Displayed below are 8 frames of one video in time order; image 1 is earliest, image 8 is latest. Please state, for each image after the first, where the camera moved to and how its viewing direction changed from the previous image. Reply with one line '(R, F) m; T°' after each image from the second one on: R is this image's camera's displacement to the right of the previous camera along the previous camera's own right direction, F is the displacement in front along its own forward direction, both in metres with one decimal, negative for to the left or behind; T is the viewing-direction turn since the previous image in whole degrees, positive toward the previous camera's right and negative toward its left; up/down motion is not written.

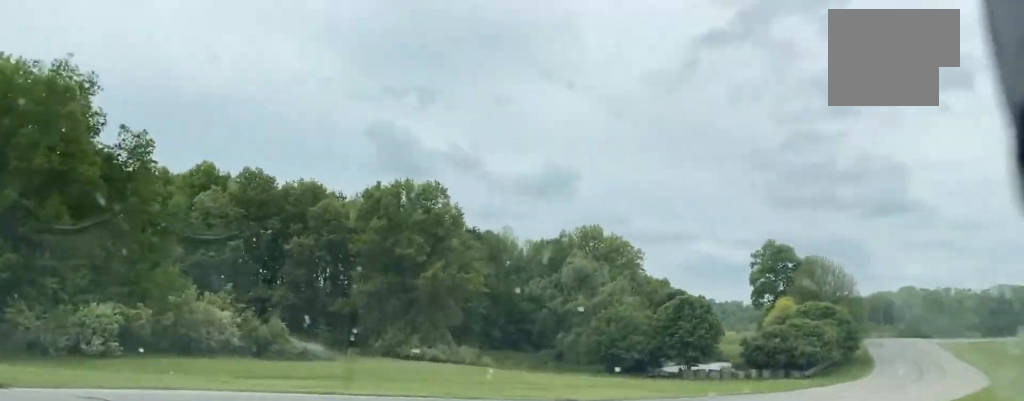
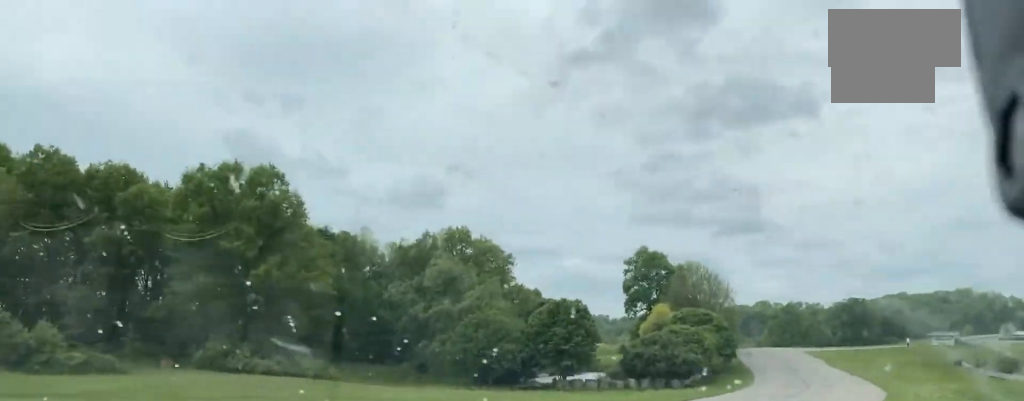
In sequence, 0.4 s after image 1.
(+1.6, +12.1) m; +7°
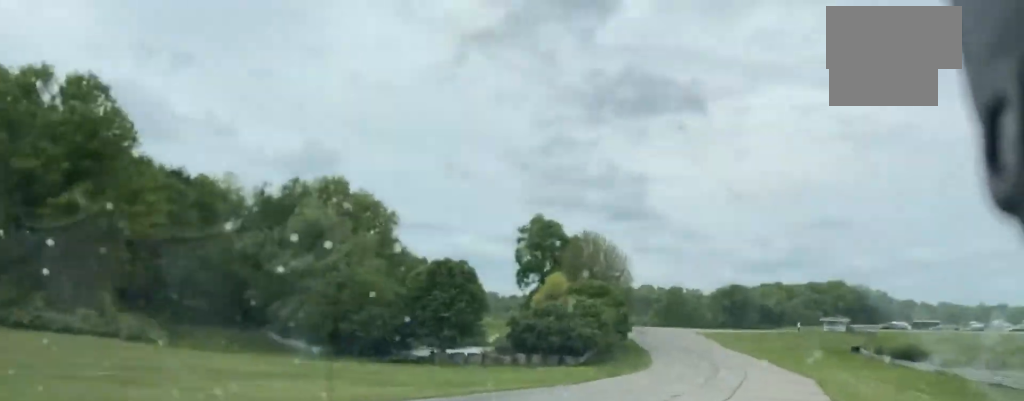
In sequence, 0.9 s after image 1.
(+0.4, +13.2) m; +7°
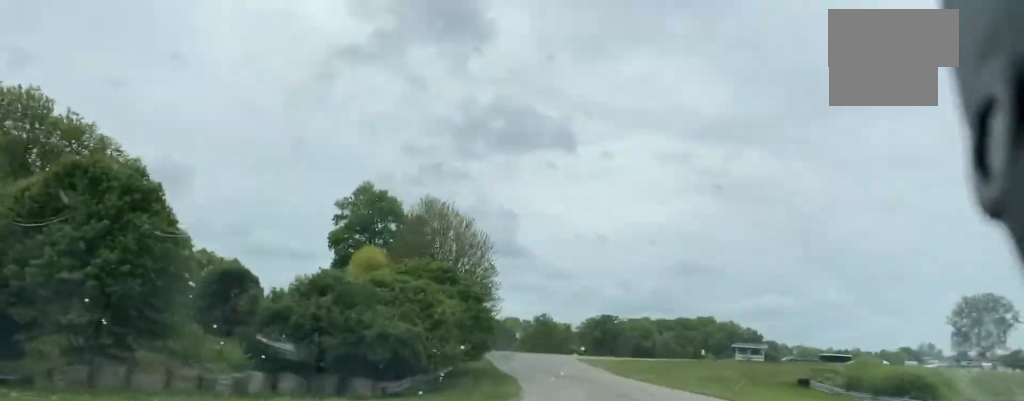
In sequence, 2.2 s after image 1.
(+5.1, +38.5) m; +10°
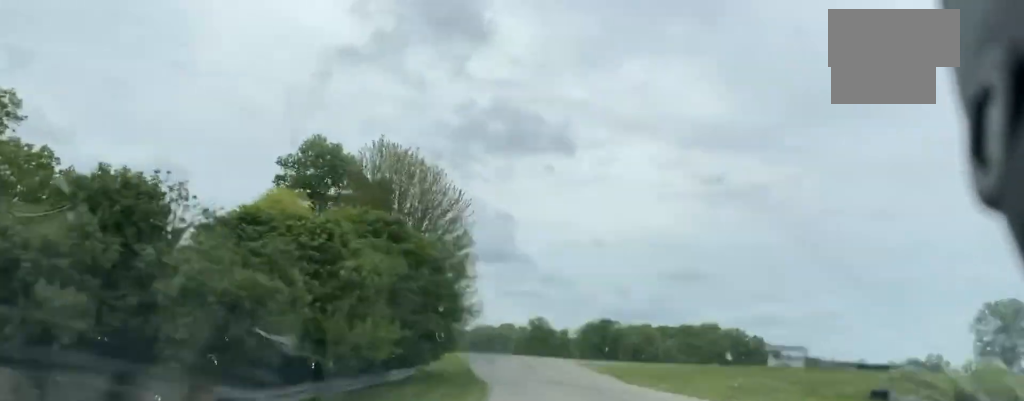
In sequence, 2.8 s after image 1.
(+0.7, +20.5) m; -1°
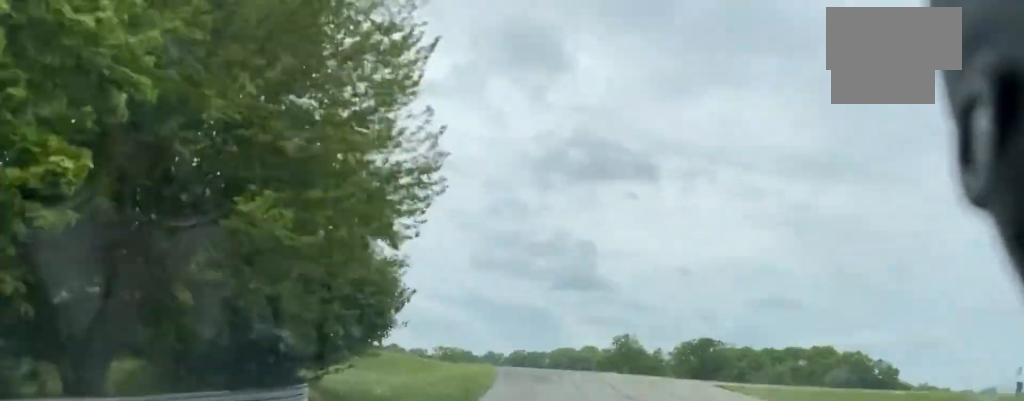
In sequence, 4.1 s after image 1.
(-2.0, +47.4) m; -9°
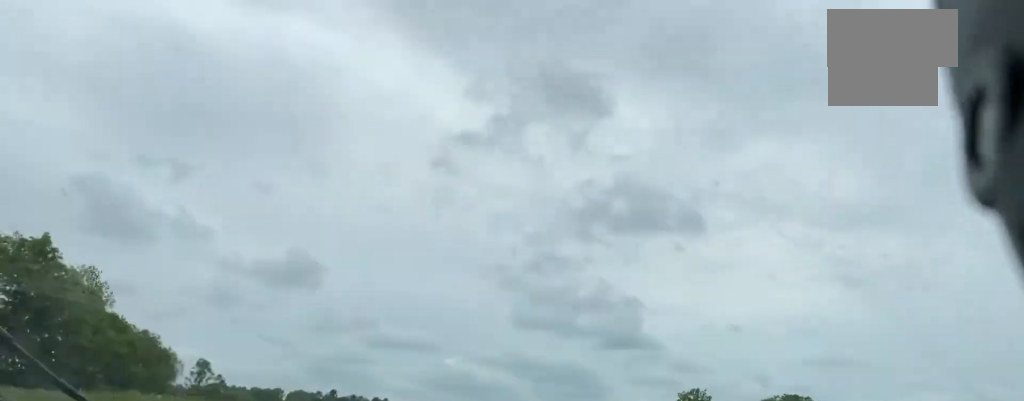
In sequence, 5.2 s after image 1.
(-3.5, +41.3) m; -6°
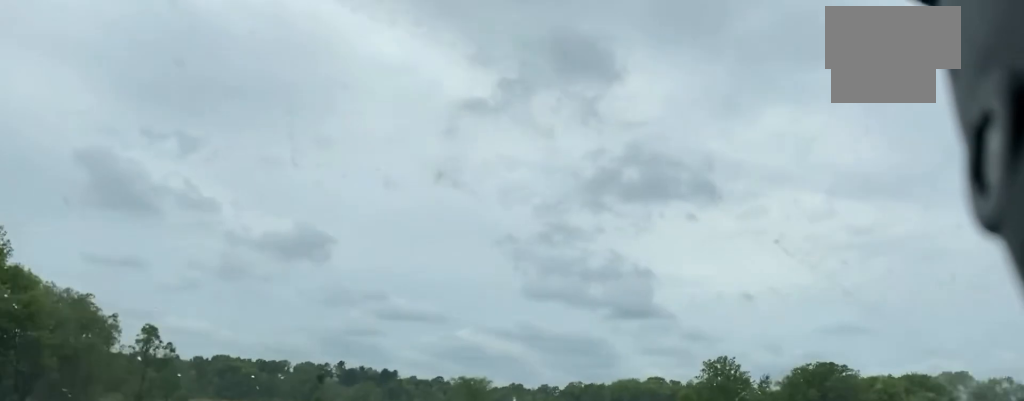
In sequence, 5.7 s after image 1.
(-0.3, +20.7) m; 0°
